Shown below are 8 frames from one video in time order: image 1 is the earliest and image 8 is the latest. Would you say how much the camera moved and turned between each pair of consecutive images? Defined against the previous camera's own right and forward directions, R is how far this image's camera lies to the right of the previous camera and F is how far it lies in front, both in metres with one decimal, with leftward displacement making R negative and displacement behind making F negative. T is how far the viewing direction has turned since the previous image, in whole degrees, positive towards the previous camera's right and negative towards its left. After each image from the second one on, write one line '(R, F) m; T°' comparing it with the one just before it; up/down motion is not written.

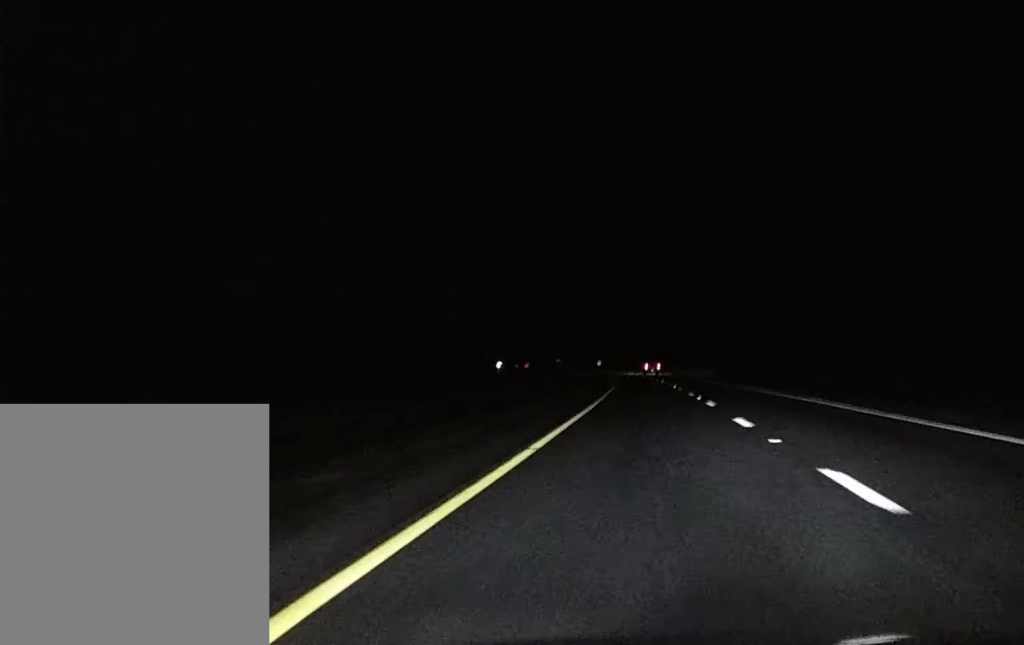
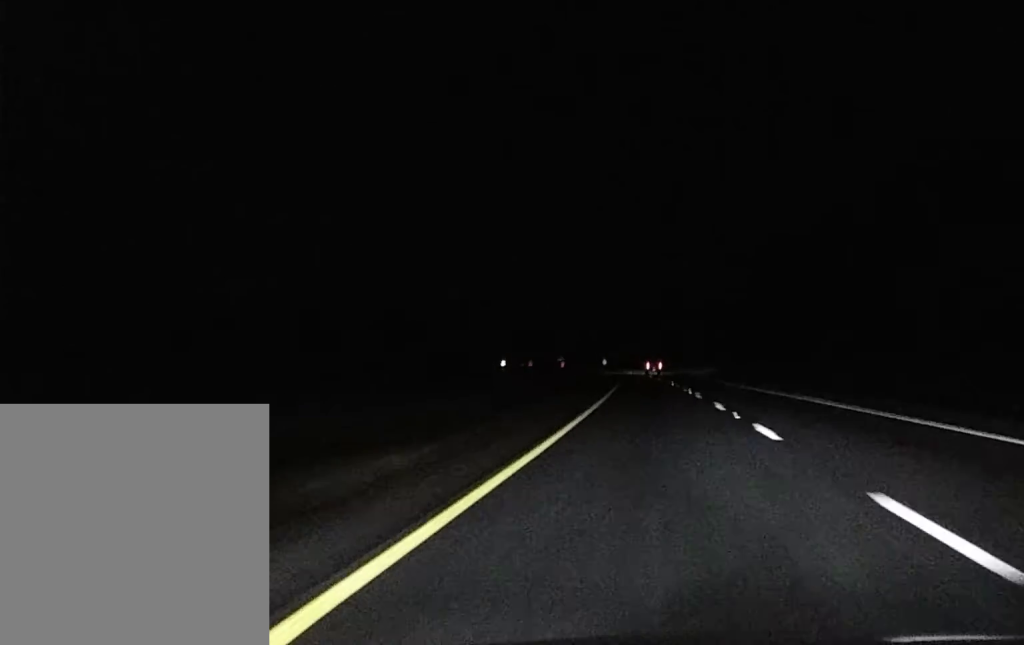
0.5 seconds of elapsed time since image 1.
(-0.1, +16.2) m; 0°
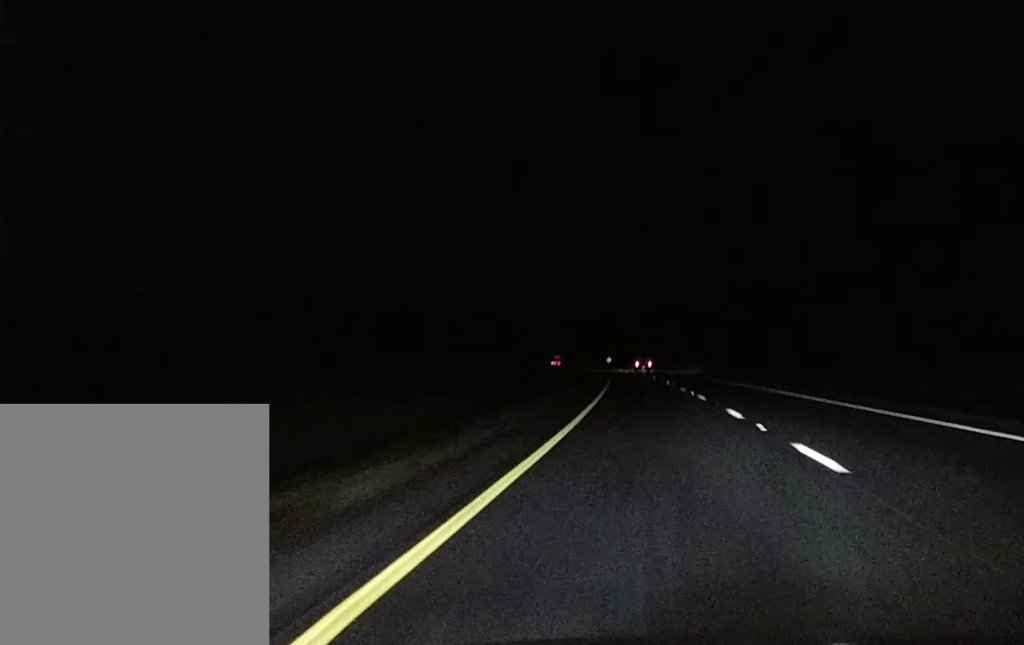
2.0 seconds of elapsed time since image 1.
(-0.2, +53.3) m; -1°
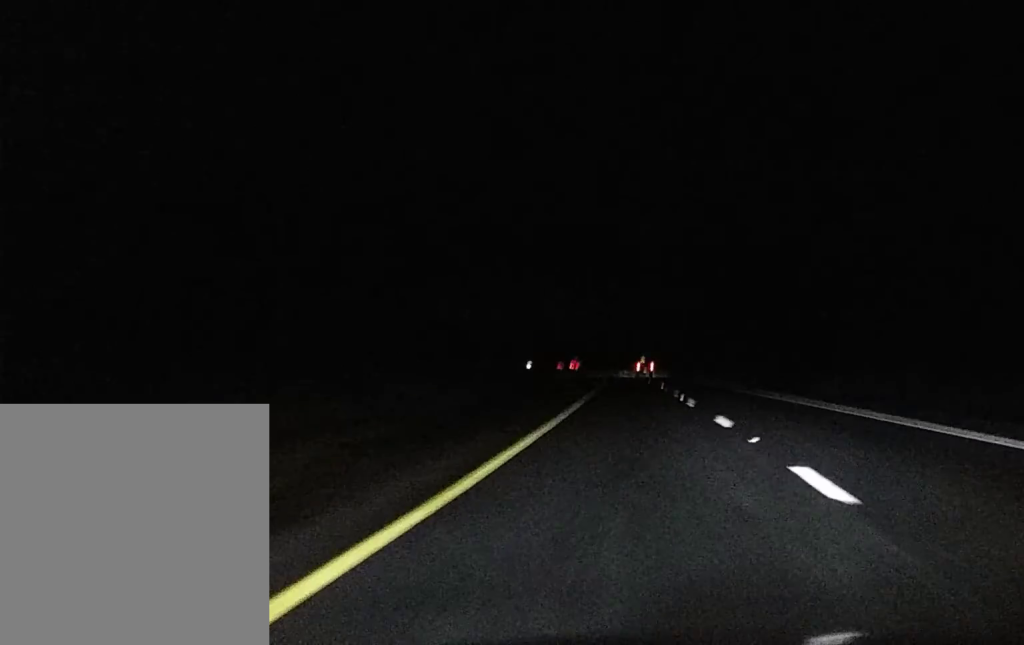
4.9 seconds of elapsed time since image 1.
(-2.0, +101.8) m; -2°
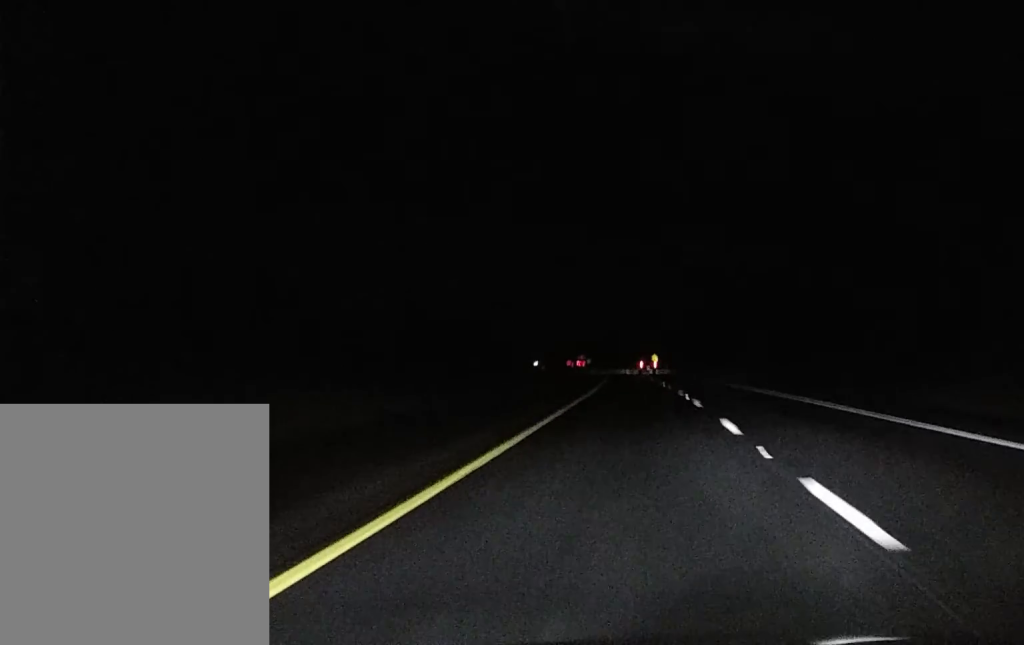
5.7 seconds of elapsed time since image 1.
(-0.2, +26.5) m; -1°
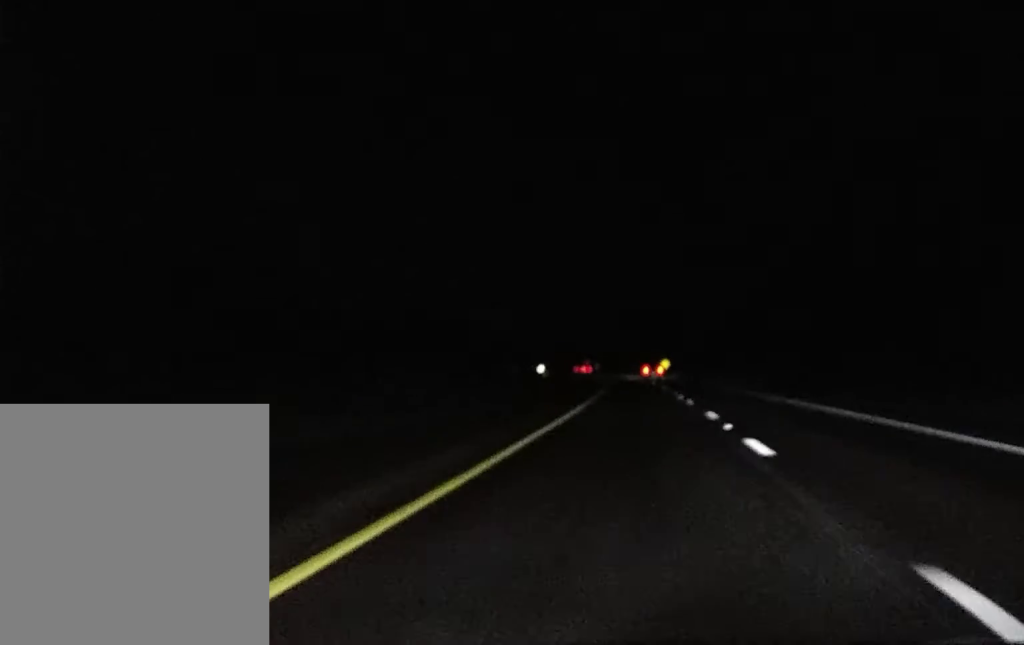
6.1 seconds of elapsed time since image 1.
(0.0, +15.0) m; 0°
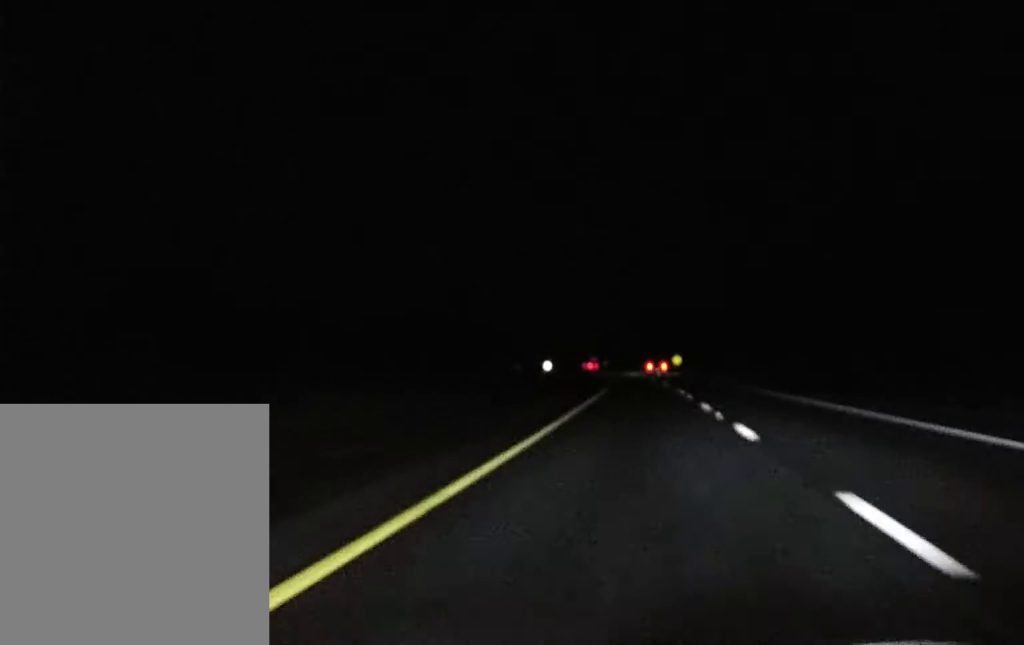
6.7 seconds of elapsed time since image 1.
(+0.1, +20.8) m; -1°
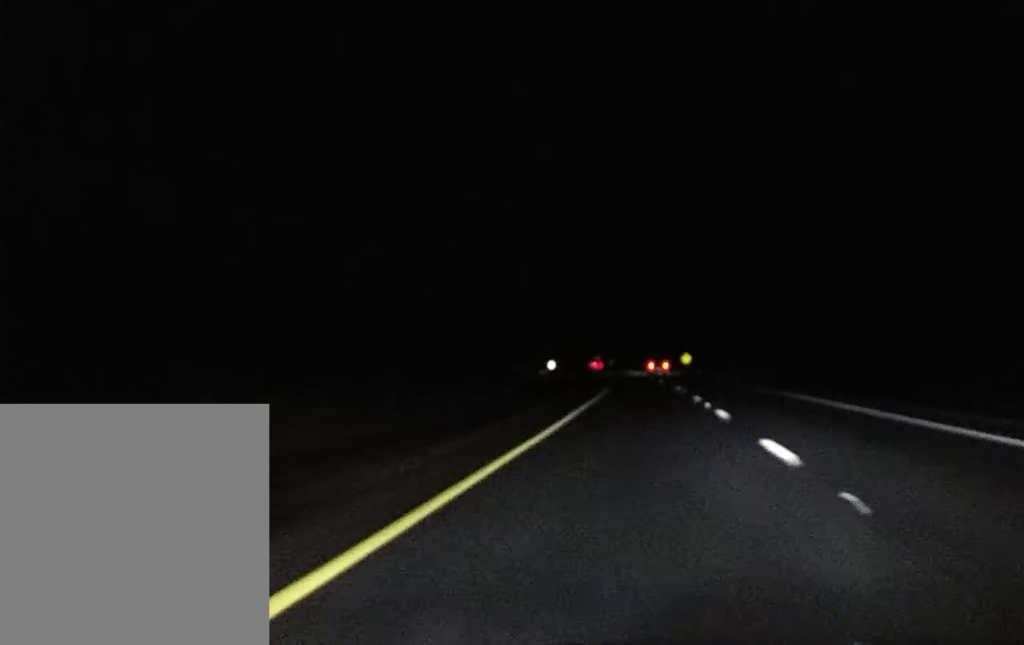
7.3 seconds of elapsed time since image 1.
(-0.3, +18.7) m; 0°
